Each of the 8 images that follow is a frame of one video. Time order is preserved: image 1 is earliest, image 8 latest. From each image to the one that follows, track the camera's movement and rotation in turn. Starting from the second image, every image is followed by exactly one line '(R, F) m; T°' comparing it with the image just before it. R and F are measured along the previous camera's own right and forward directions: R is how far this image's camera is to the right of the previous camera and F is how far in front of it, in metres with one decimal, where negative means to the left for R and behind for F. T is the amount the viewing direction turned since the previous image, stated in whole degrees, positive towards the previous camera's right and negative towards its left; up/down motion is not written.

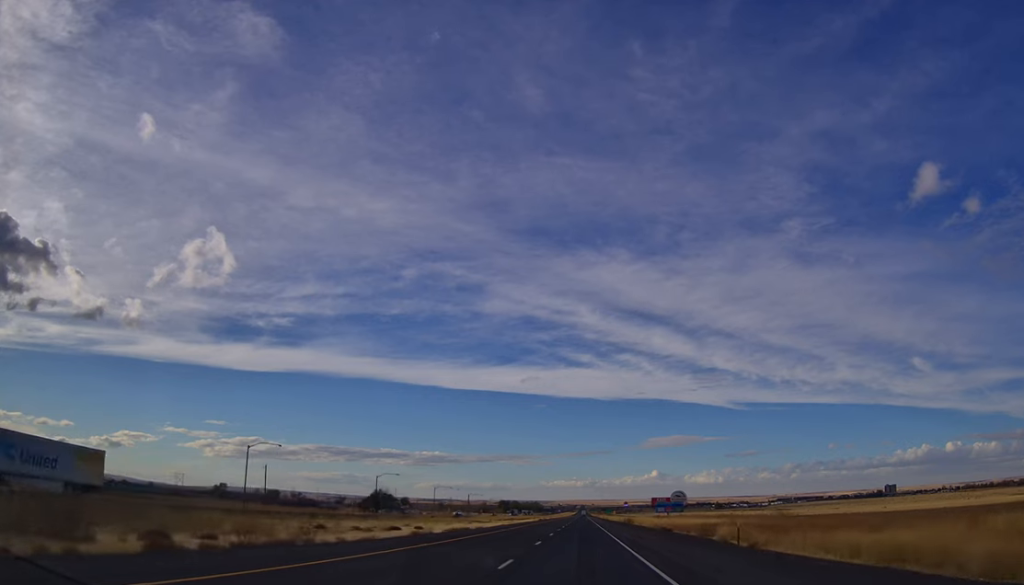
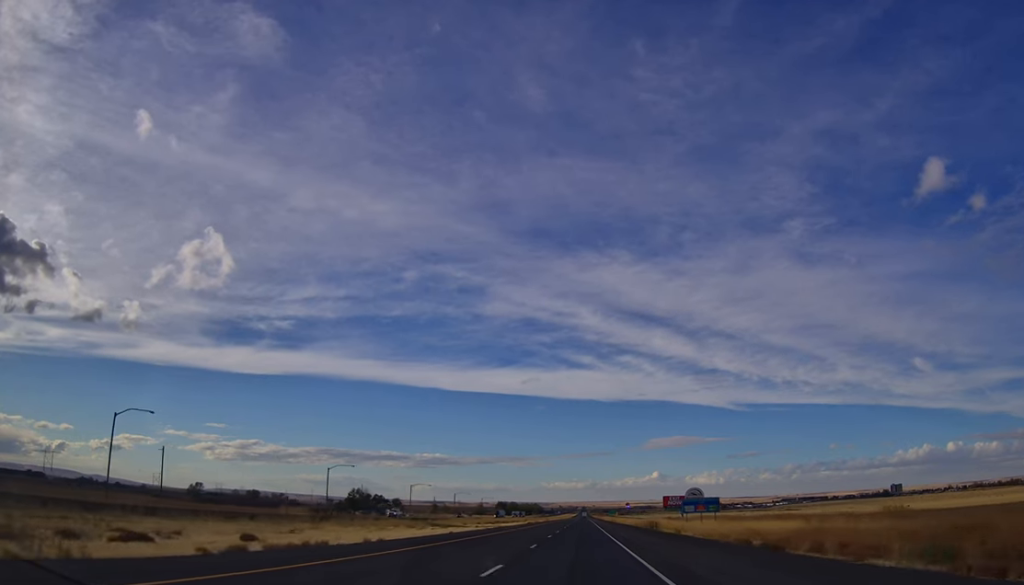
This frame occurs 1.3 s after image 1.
(-0.2, +38.8) m; 0°
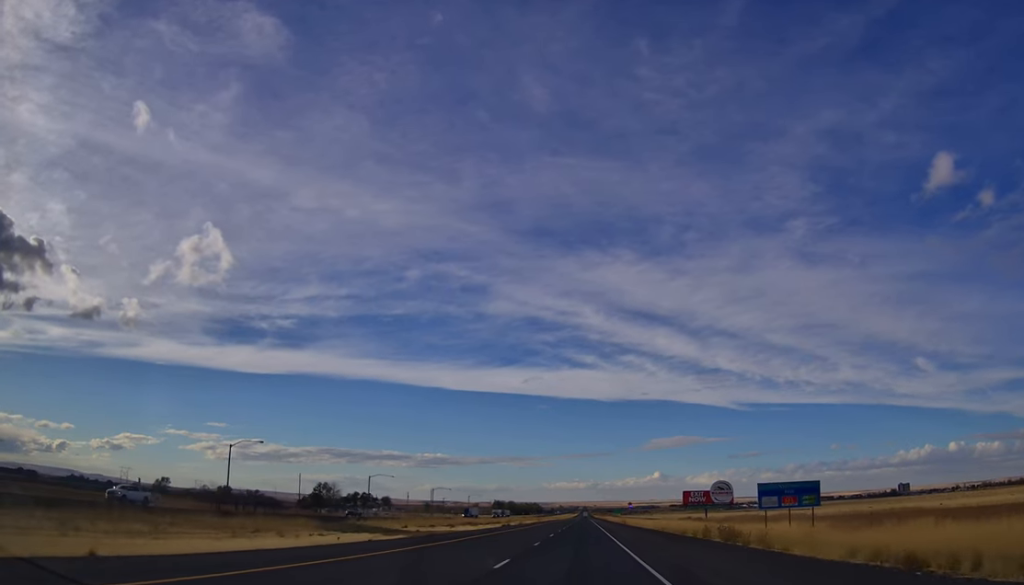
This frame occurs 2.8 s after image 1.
(-0.3, +46.8) m; -1°
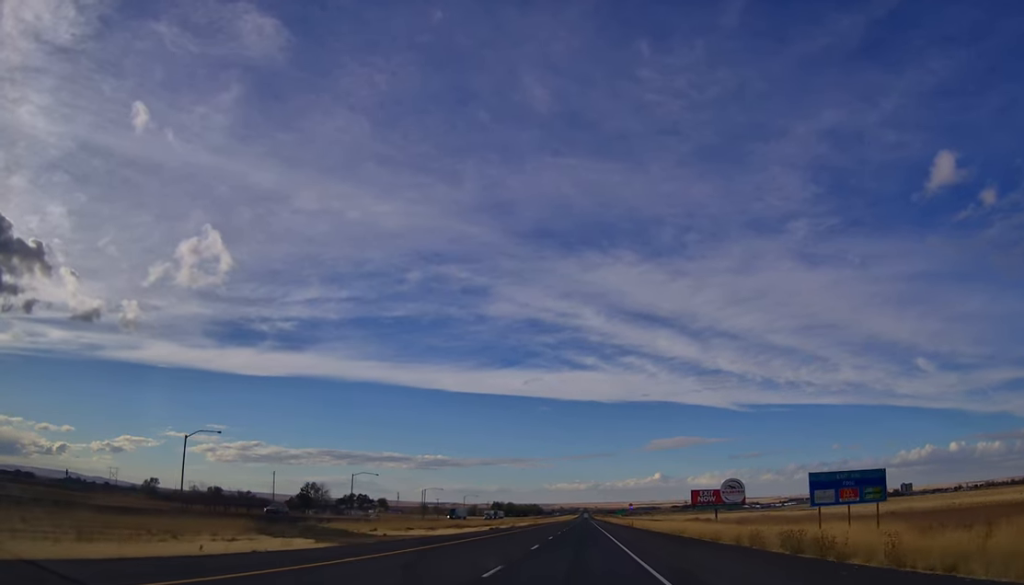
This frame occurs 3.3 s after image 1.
(-0.2, +14.2) m; 0°
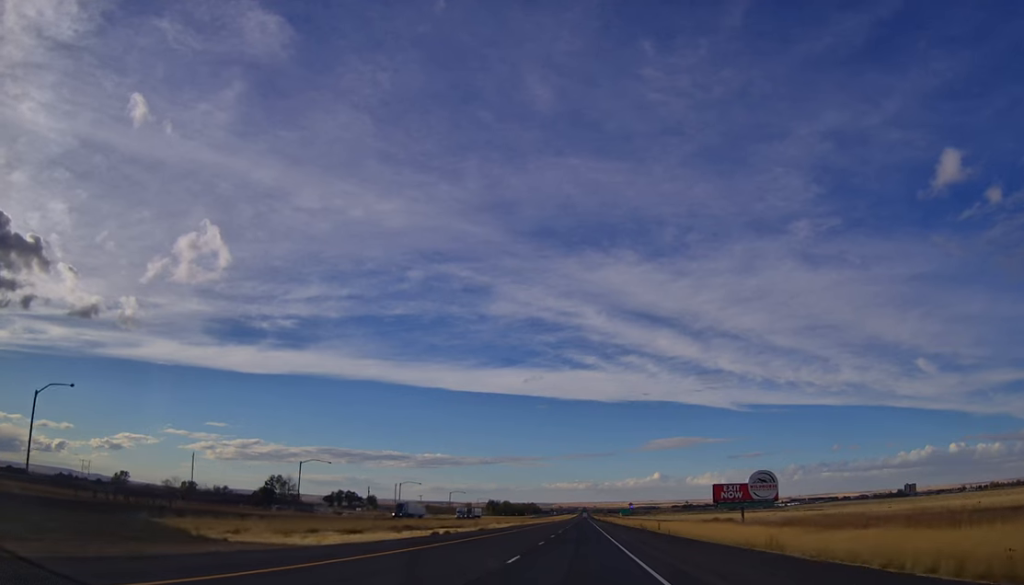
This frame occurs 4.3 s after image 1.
(+0.5, +32.6) m; +1°
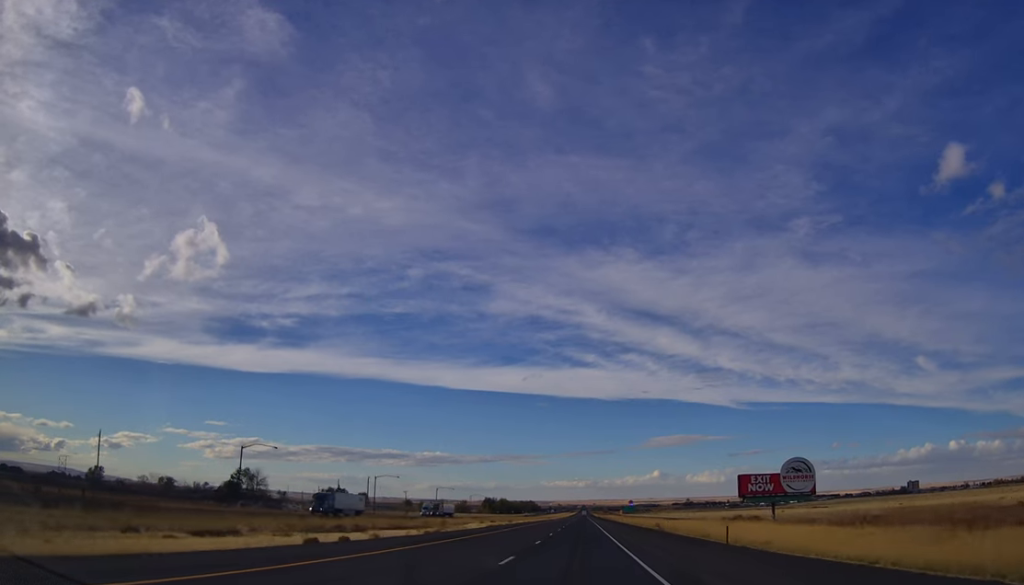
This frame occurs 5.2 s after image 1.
(+0.2, +25.5) m; 0°
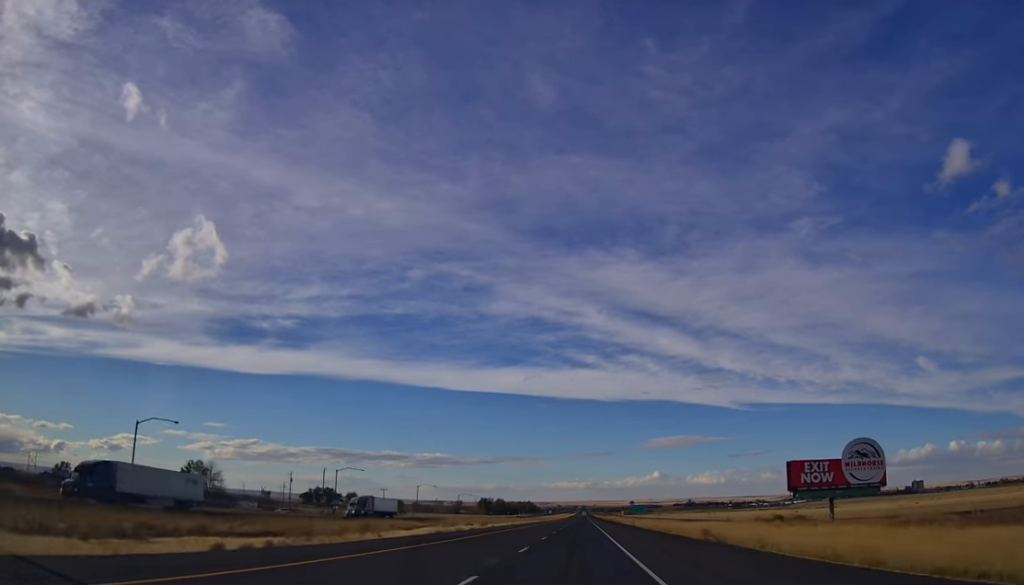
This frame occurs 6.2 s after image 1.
(-0.4, +30.8) m; -1°
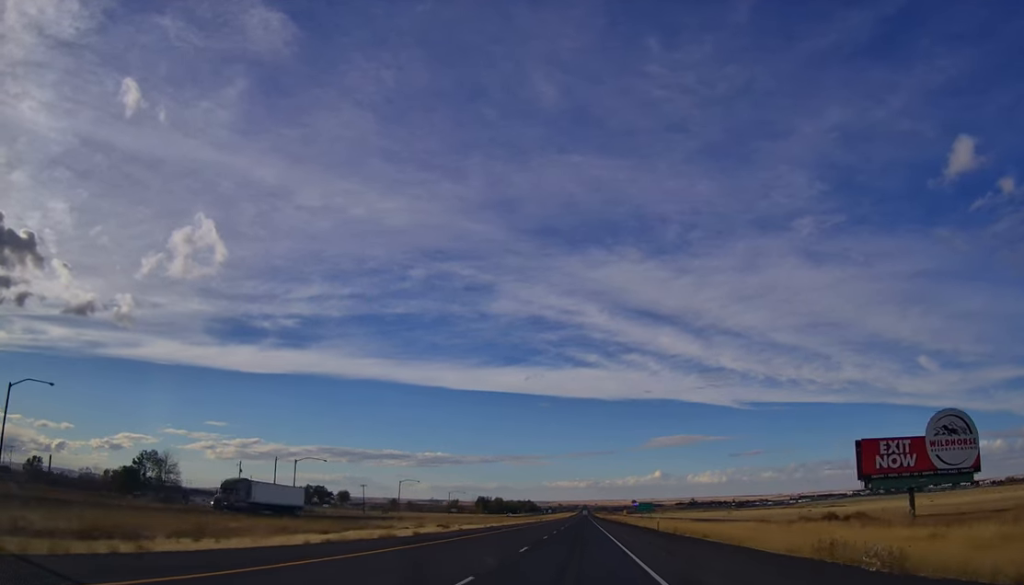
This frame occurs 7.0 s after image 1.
(0.0, +24.8) m; 0°
